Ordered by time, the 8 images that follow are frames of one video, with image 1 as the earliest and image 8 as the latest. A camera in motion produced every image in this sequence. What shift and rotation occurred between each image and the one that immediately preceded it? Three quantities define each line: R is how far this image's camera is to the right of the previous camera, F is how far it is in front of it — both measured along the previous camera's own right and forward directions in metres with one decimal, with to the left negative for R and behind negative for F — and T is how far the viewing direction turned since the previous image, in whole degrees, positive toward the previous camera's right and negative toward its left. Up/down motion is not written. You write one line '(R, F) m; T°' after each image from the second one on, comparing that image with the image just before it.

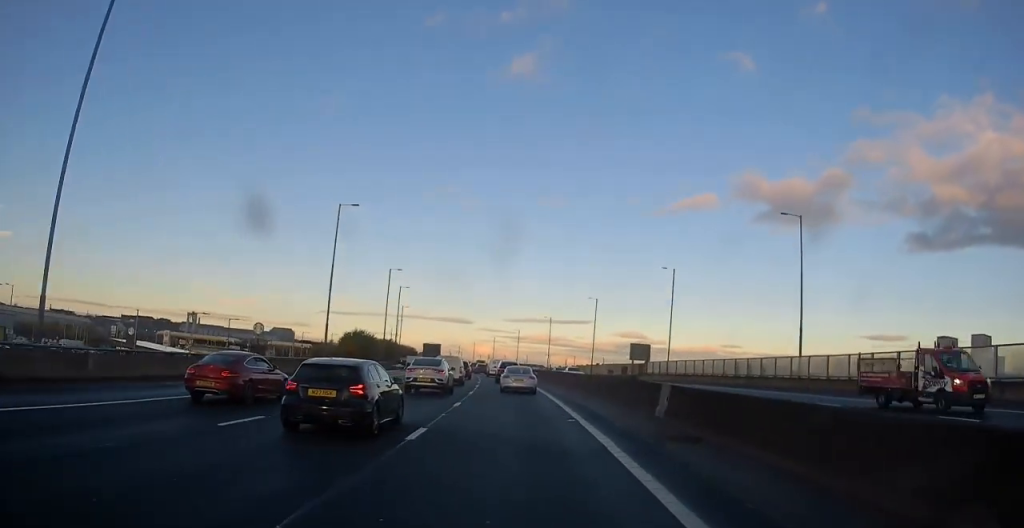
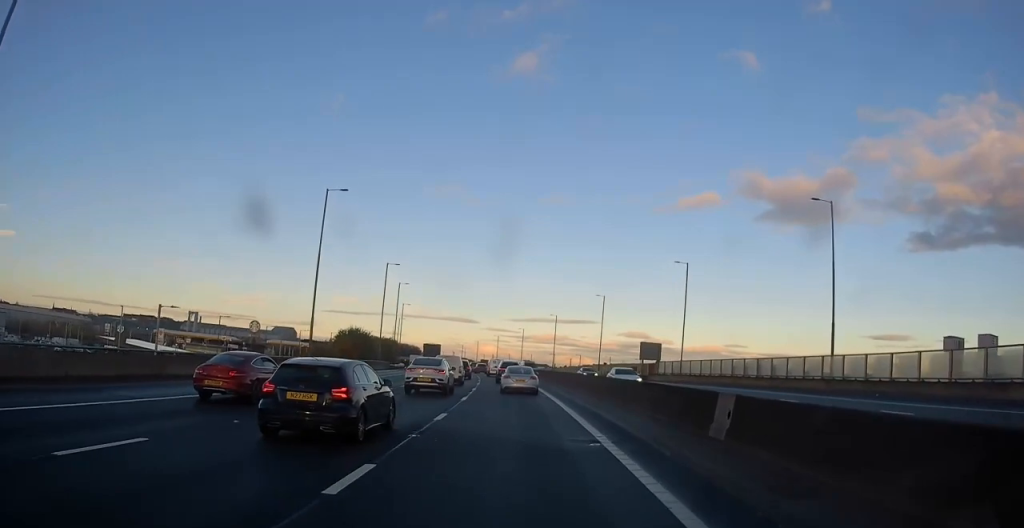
(+0.1, +5.2) m; 0°
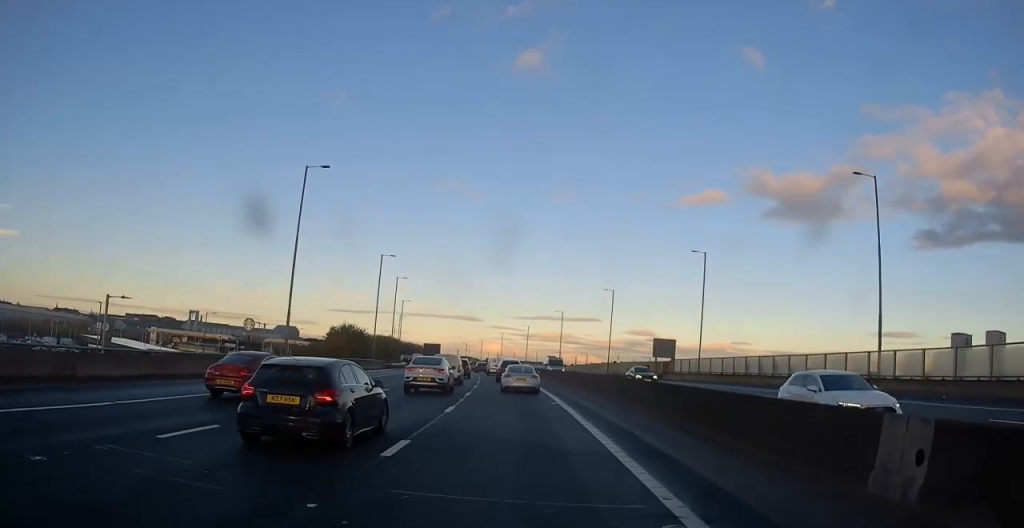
(-0.3, +6.4) m; -2°
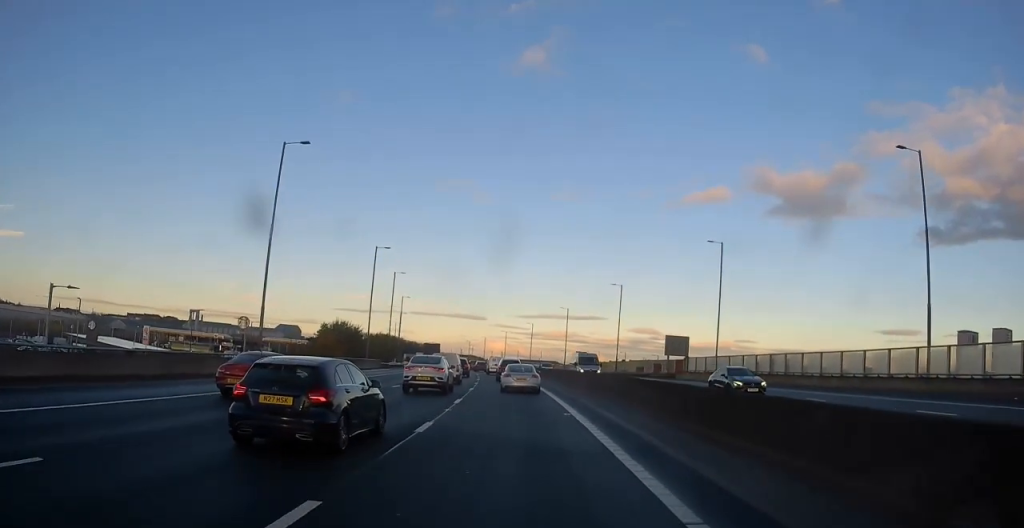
(0.0, +5.4) m; 0°
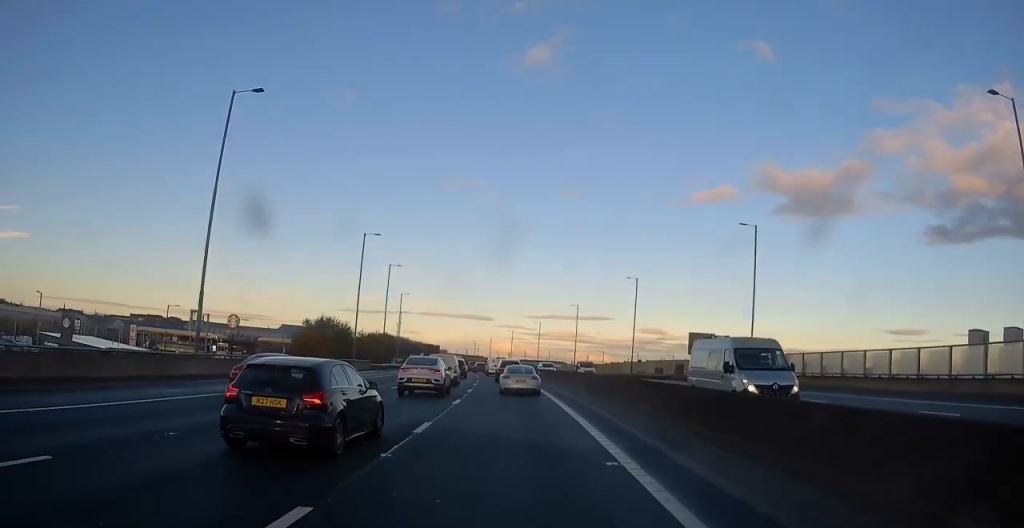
(0.0, +8.9) m; 0°
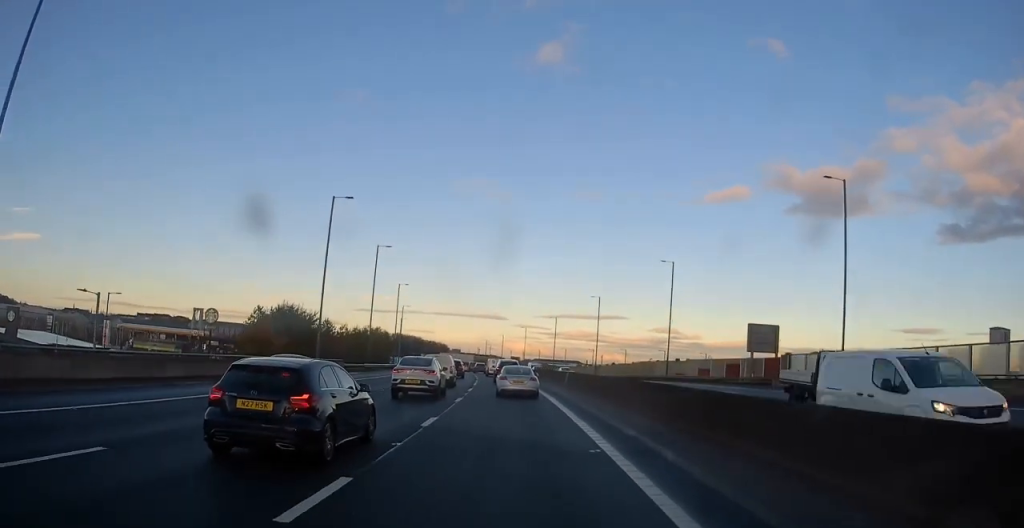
(-0.2, +16.5) m; -3°
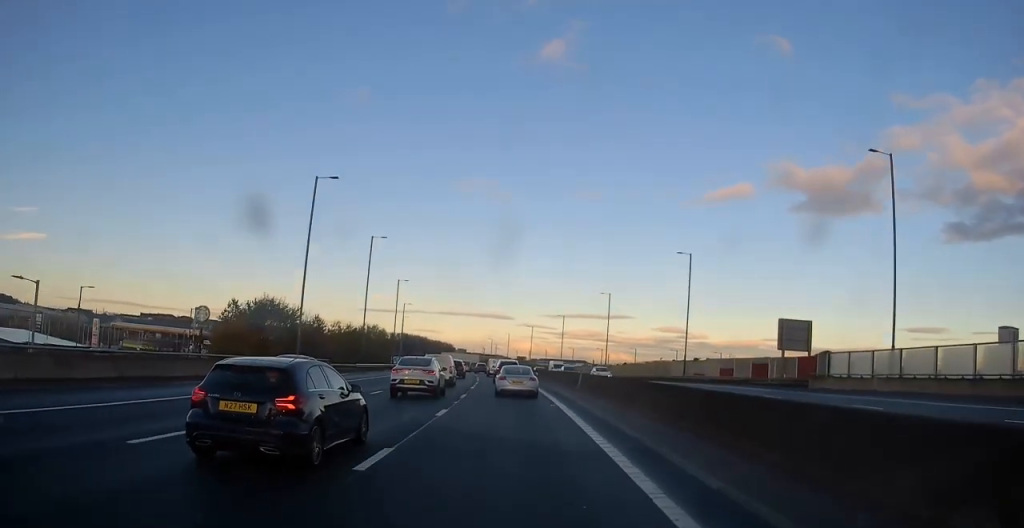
(-0.3, +6.1) m; 0°
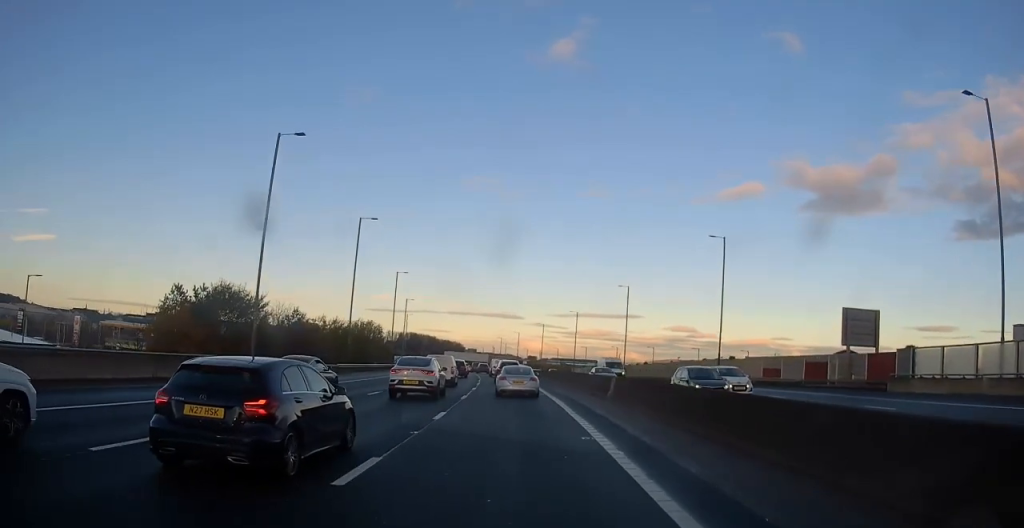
(+0.4, +9.9) m; +2°
